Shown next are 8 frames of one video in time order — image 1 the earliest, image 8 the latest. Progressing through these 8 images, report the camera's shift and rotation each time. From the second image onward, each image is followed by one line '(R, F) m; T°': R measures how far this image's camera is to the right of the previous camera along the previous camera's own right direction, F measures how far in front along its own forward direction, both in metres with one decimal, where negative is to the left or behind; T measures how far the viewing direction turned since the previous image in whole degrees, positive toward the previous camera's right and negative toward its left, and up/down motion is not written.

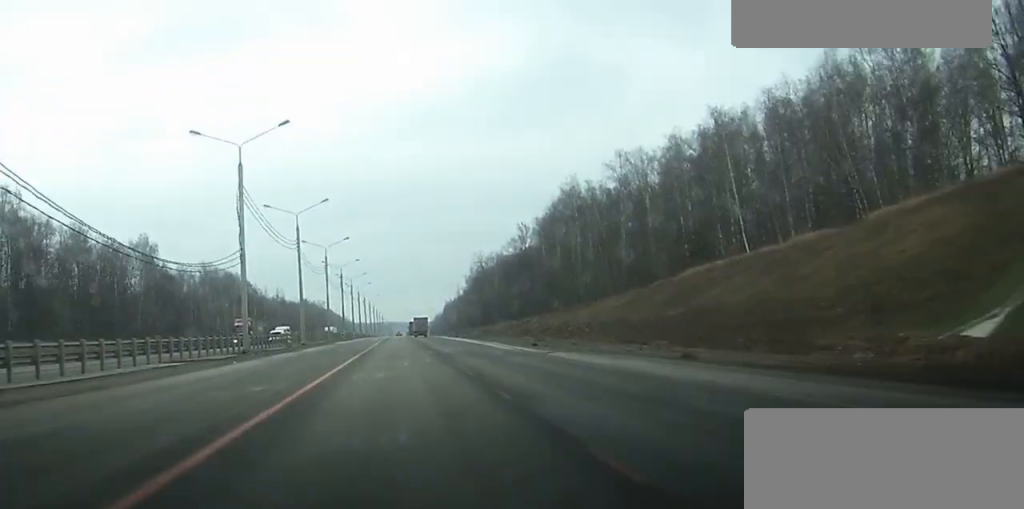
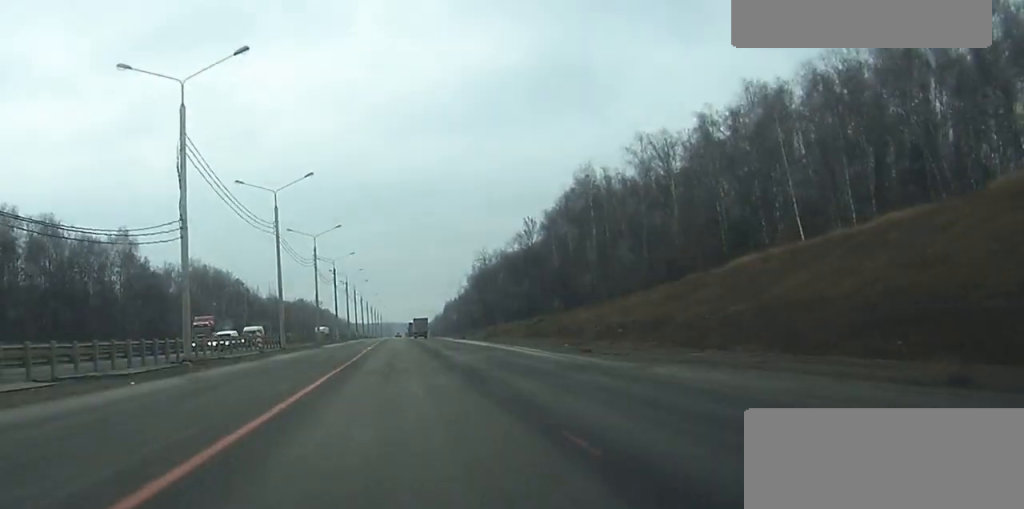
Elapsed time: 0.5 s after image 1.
(0.0, +14.4) m; 0°
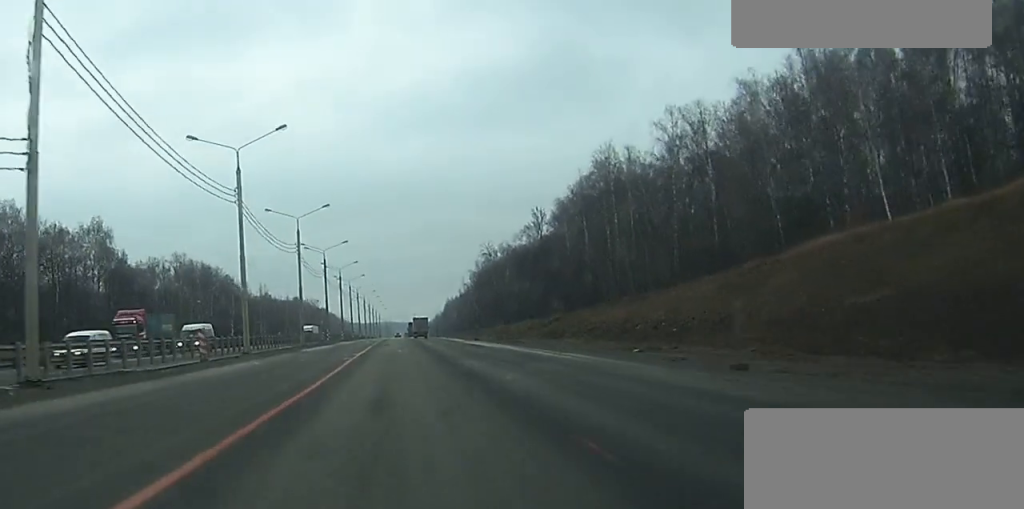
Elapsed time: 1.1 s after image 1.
(0.0, +16.4) m; 0°
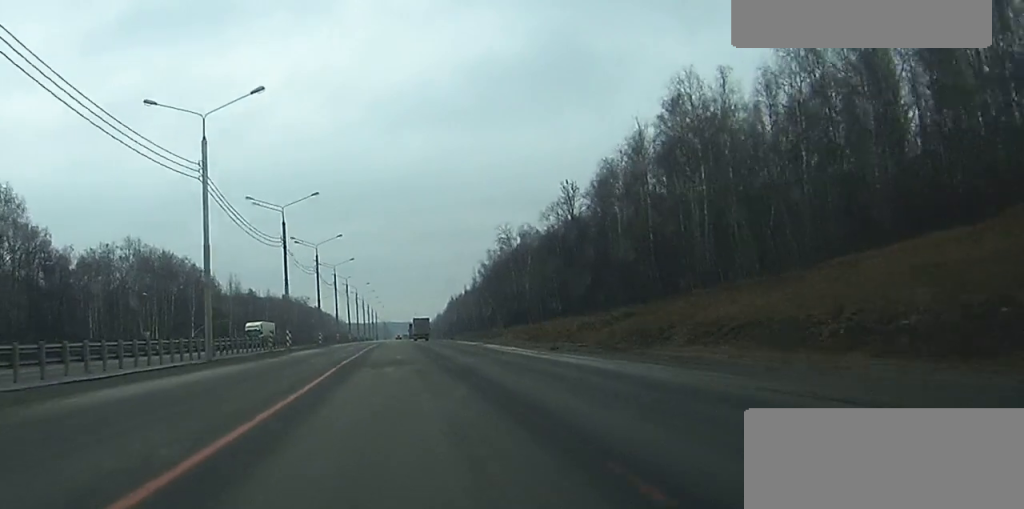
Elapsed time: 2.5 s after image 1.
(0.0, +41.6) m; 0°
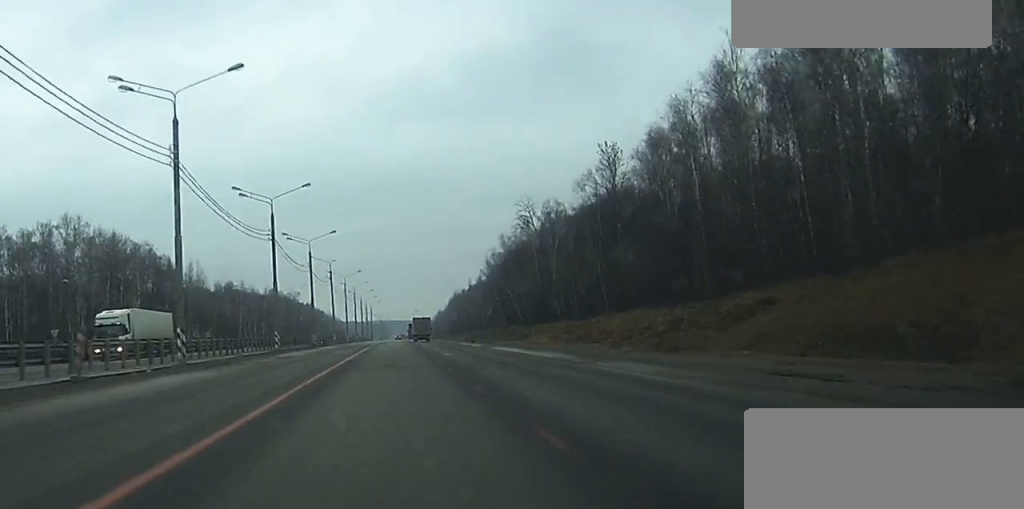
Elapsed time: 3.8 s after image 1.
(+0.1, +37.1) m; 0°
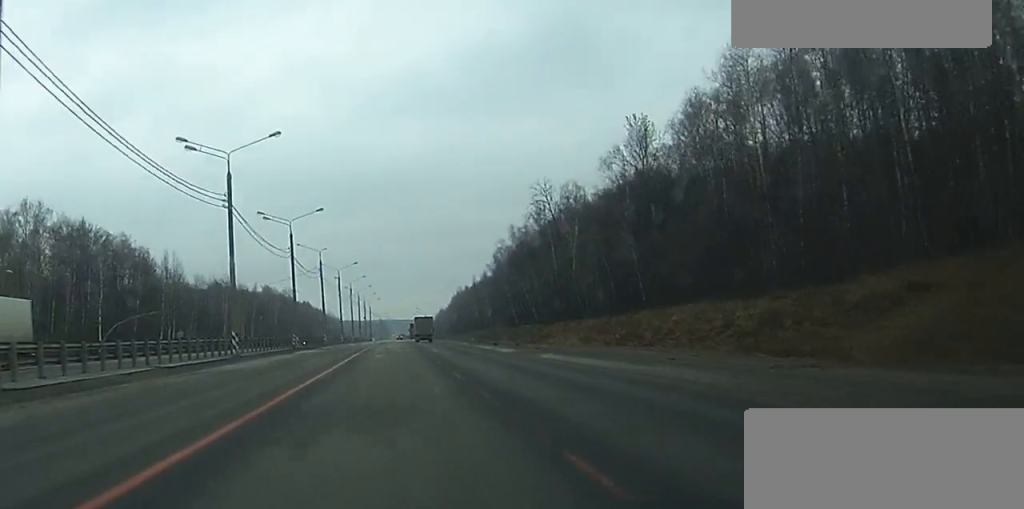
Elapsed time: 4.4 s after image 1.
(0.0, +18.6) m; 0°
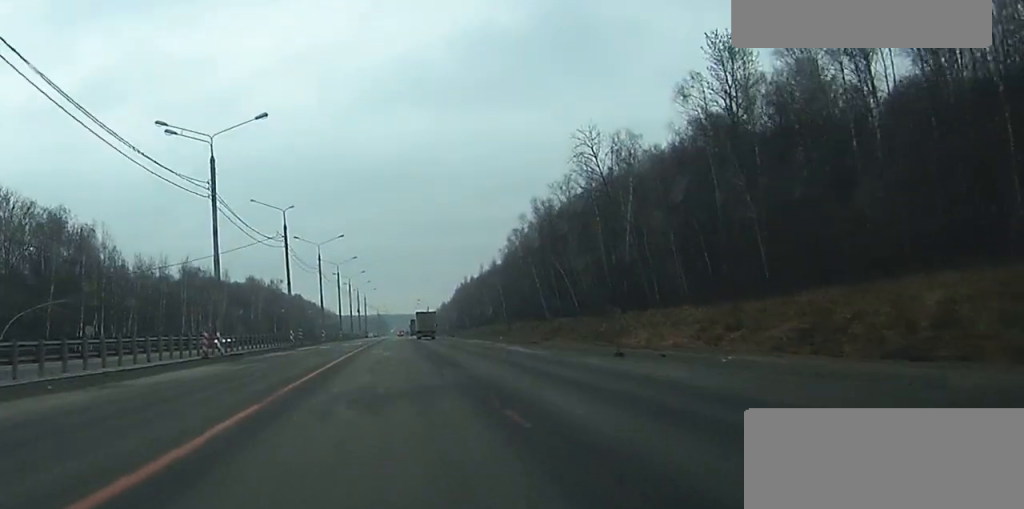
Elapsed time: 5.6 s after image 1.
(0.0, +36.4) m; 0°
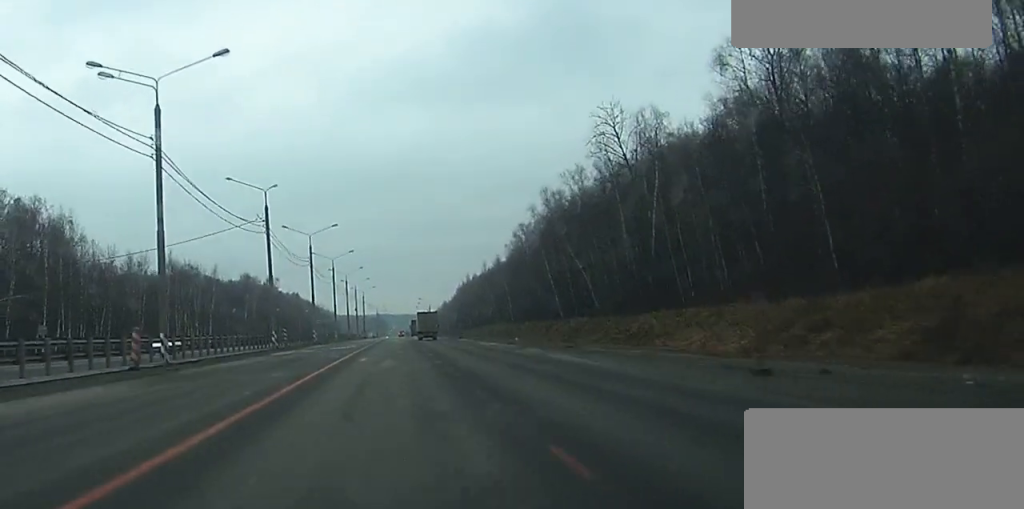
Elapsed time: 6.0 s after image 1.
(+0.1, +11.8) m; 0°
